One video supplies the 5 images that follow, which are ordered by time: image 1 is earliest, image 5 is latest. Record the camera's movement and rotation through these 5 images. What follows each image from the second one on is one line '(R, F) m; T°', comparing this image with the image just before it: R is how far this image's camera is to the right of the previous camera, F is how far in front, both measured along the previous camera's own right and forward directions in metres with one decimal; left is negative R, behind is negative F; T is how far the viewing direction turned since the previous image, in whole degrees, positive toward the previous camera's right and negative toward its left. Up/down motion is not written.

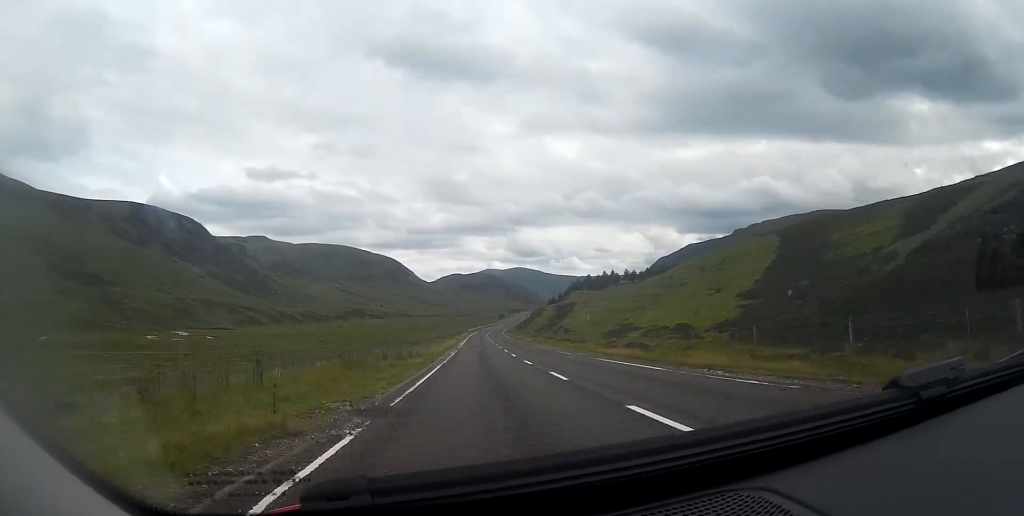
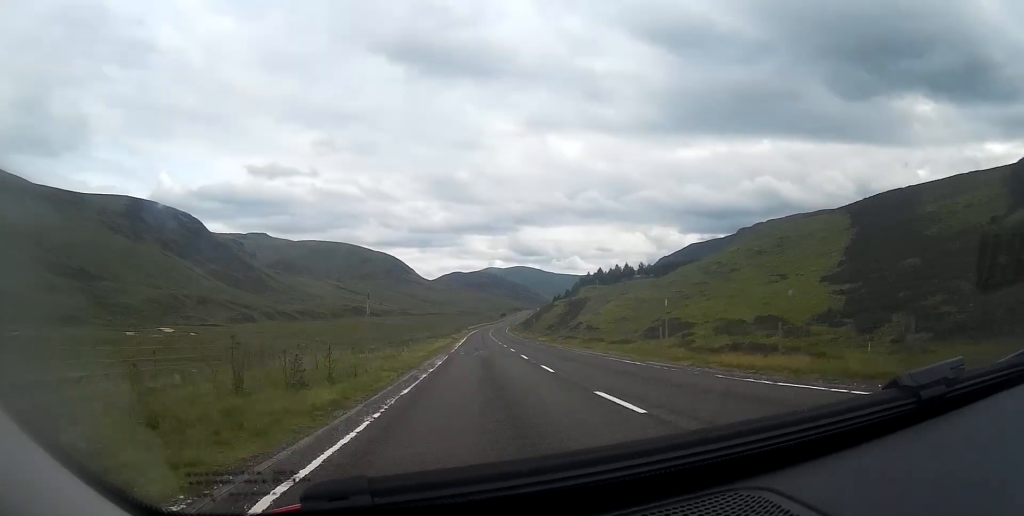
(0.0, +15.6) m; 0°
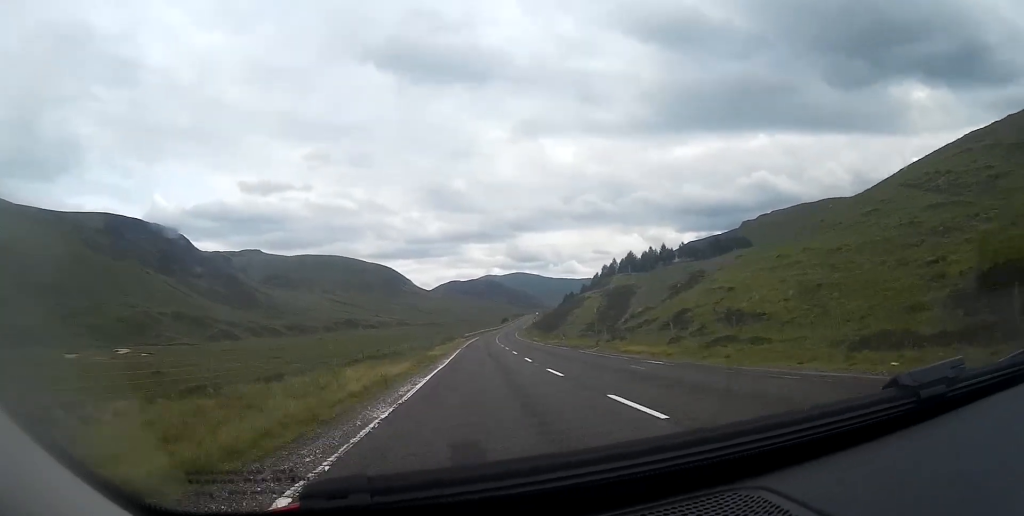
(0.0, +36.9) m; 0°
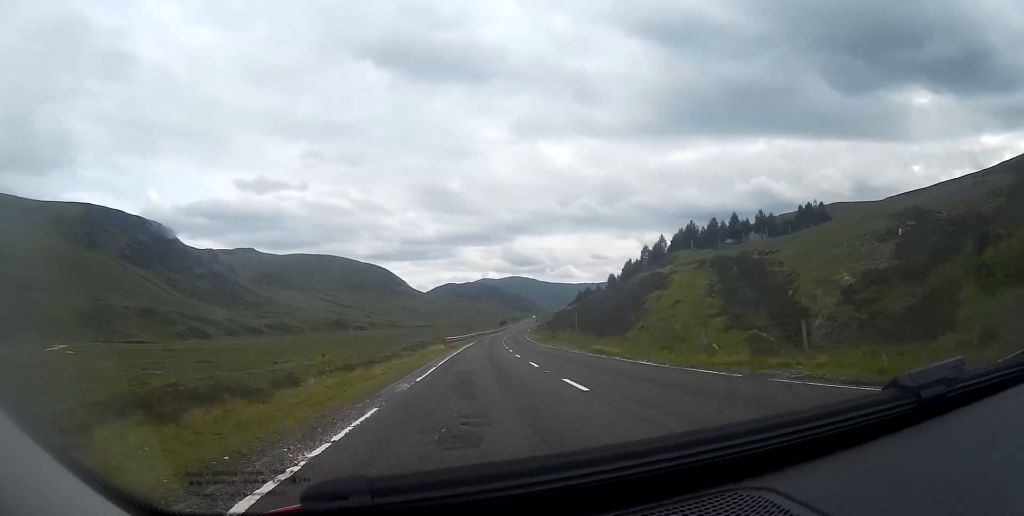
(0.0, +39.7) m; 0°
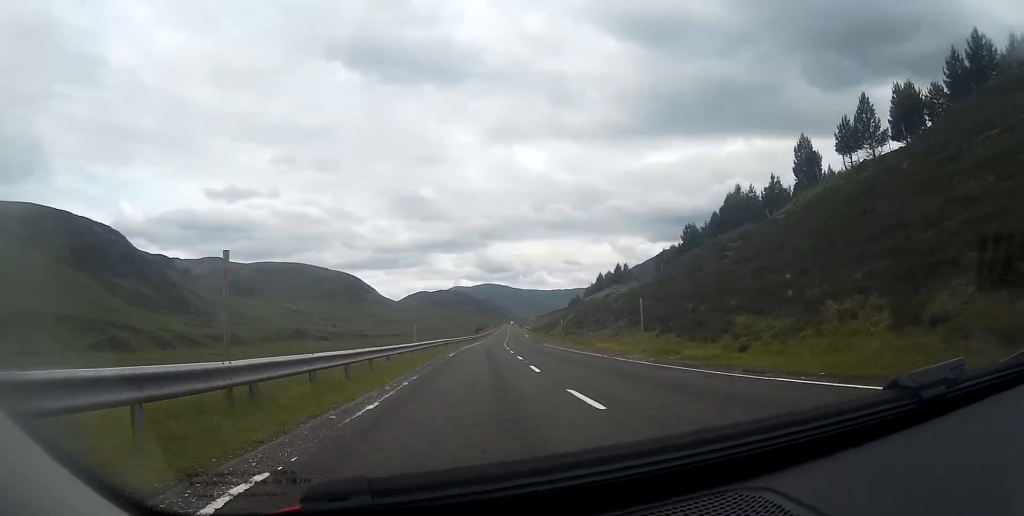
(+1.1, +65.4) m; +3°
